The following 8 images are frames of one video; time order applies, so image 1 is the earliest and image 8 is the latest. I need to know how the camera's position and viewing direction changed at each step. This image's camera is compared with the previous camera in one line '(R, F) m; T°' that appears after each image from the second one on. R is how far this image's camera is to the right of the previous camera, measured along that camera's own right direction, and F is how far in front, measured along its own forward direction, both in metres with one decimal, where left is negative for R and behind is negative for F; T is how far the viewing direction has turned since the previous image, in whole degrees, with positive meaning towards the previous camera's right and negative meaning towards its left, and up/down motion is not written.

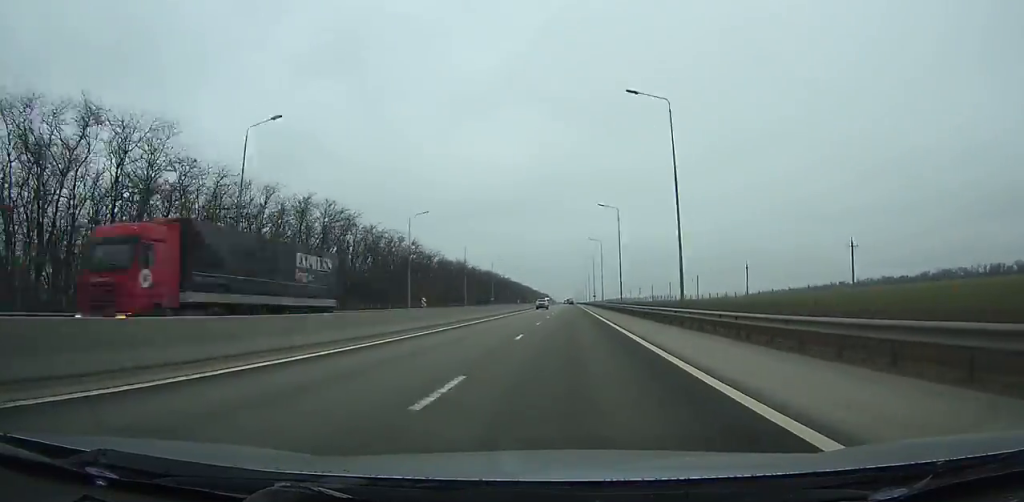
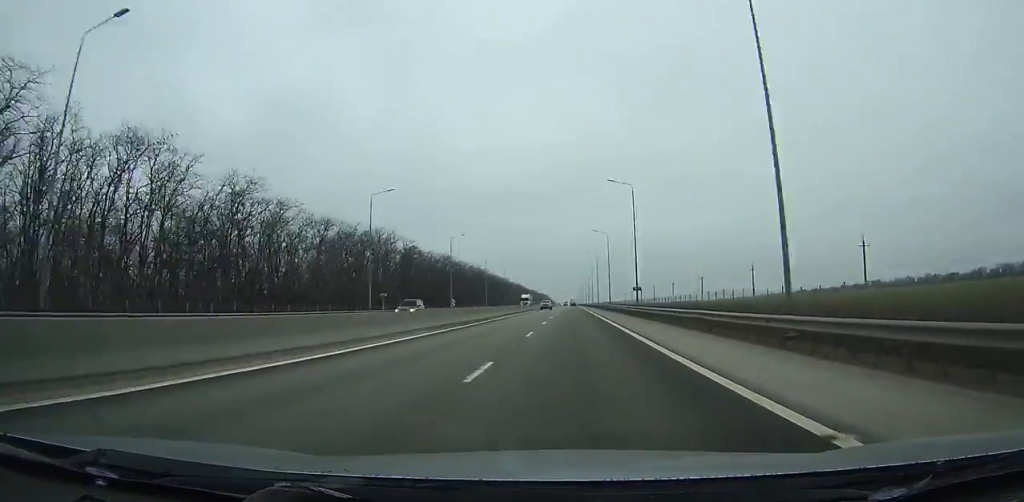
(+0.1, +94.1) m; 0°
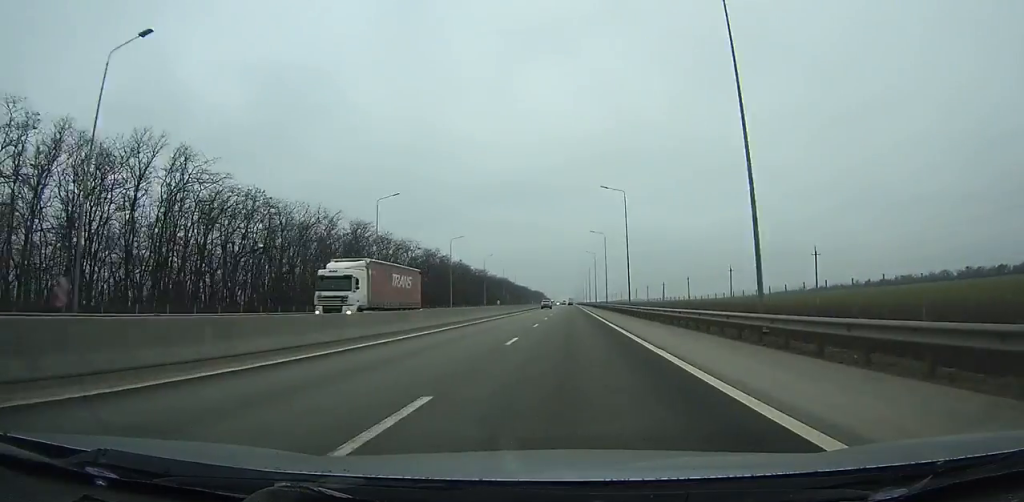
(-0.1, +77.2) m; 0°
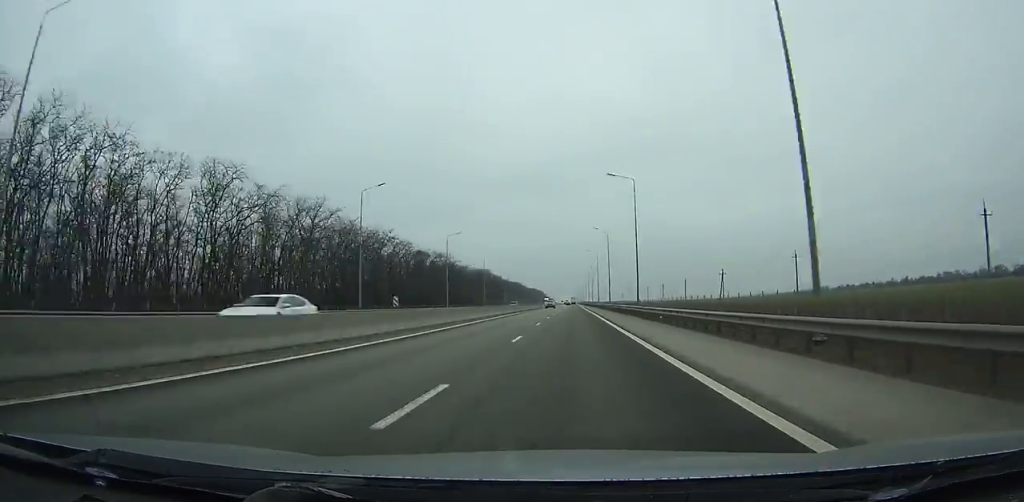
(-0.2, +83.7) m; 0°
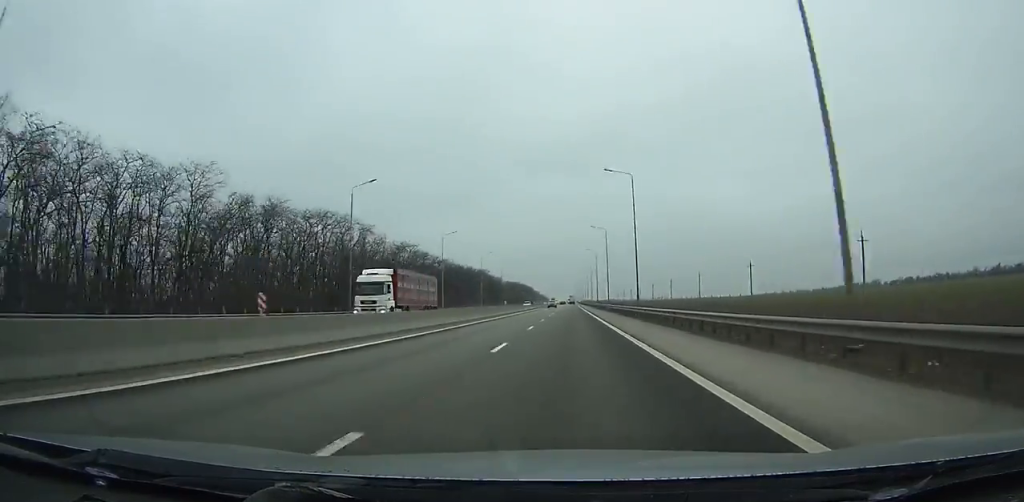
(+0.1, +160.6) m; 0°
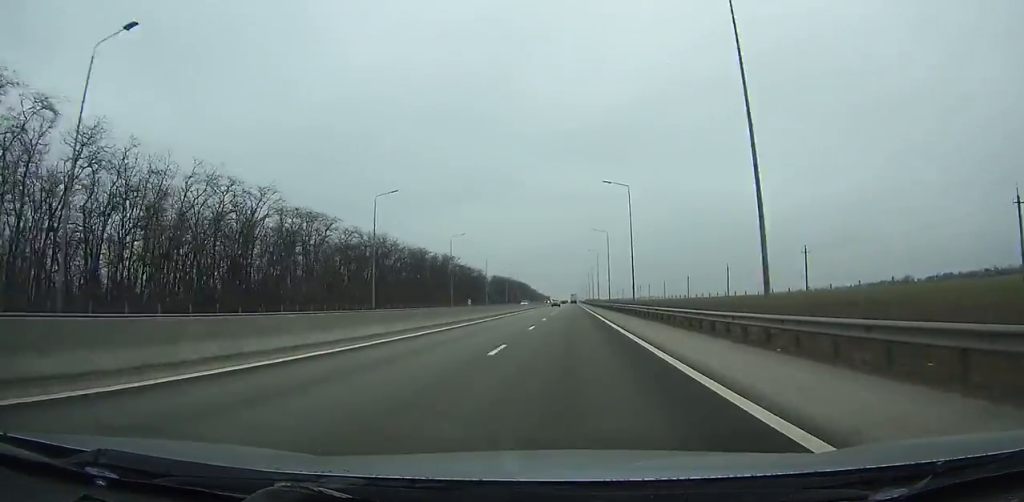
(0.0, +73.5) m; 0°
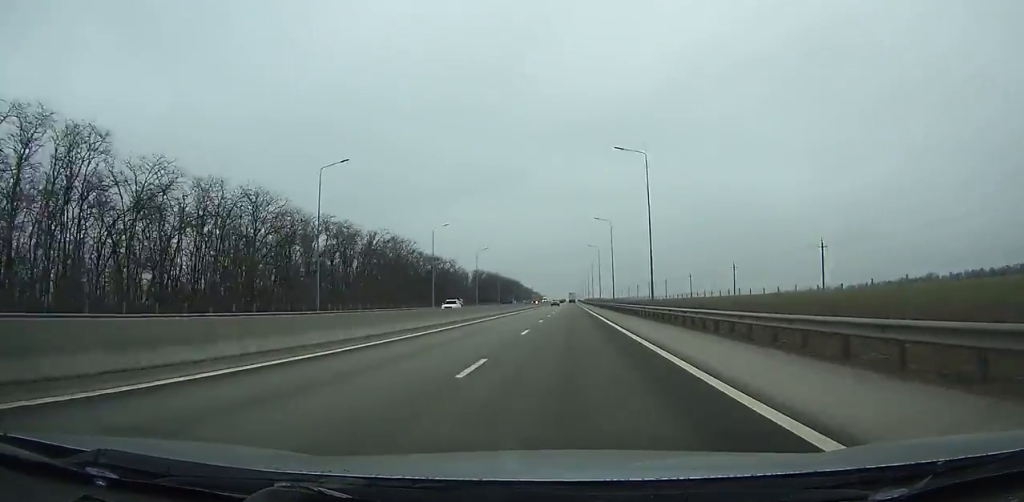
(+0.1, +52.4) m; 0°
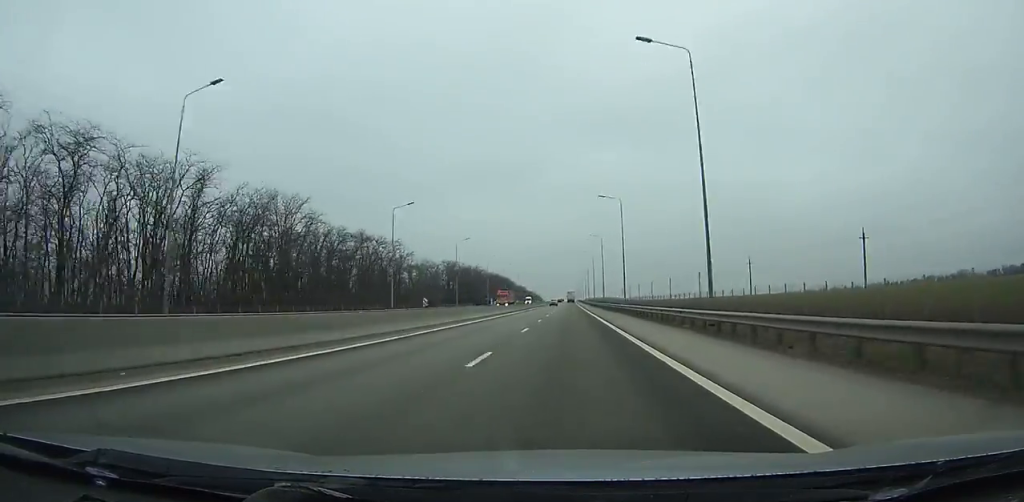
(0.0, +58.6) m; 0°
